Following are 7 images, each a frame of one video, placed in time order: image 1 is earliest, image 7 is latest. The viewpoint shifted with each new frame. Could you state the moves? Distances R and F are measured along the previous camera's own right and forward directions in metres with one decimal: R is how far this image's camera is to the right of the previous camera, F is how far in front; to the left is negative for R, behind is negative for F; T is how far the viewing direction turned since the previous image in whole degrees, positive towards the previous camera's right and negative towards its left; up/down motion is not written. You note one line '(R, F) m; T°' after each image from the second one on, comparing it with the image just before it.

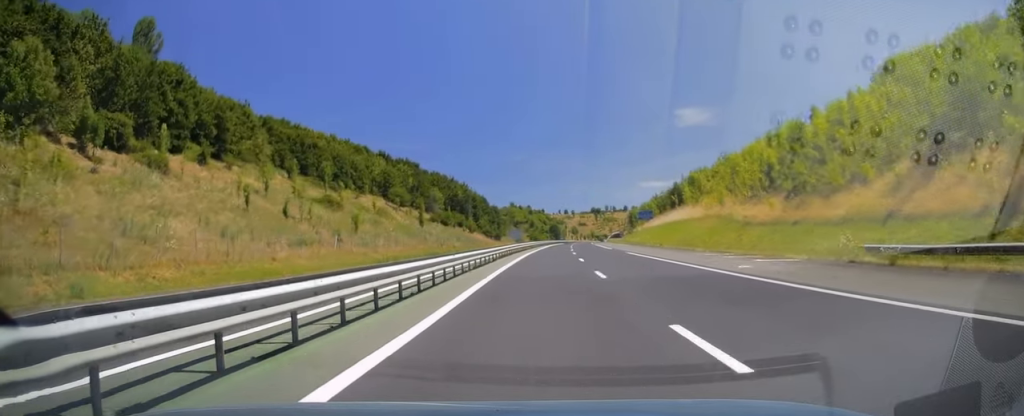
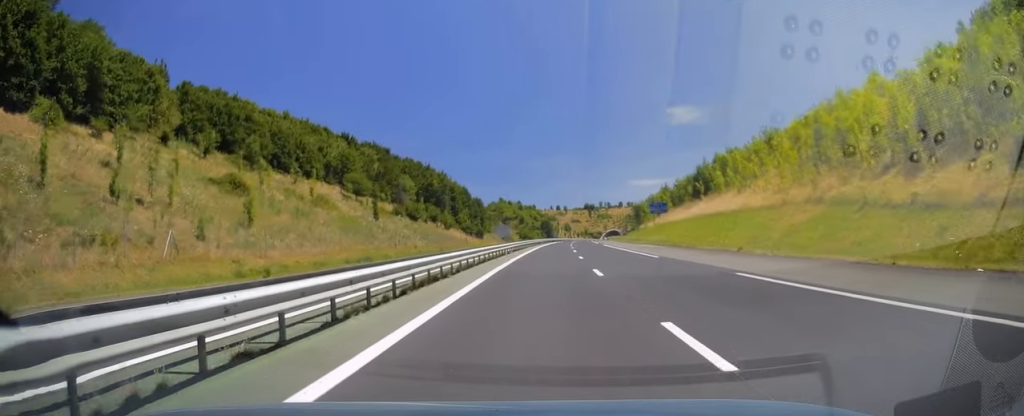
(+0.2, +26.1) m; +1°
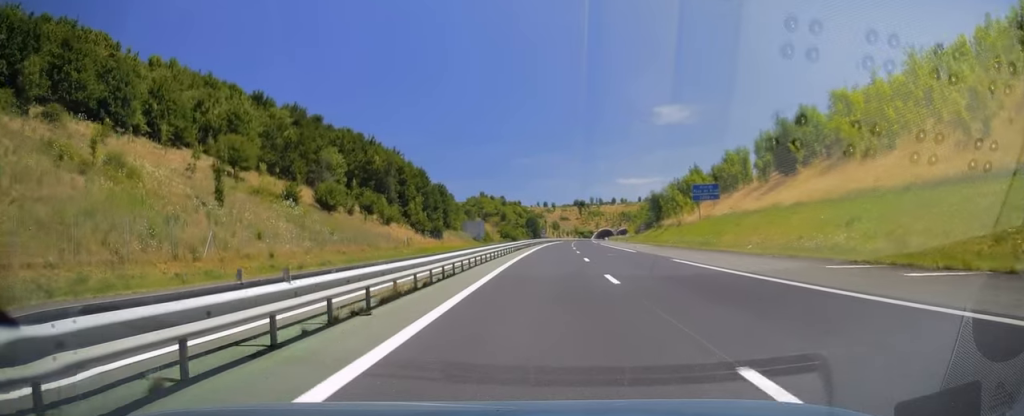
(+0.5, +42.3) m; +1°
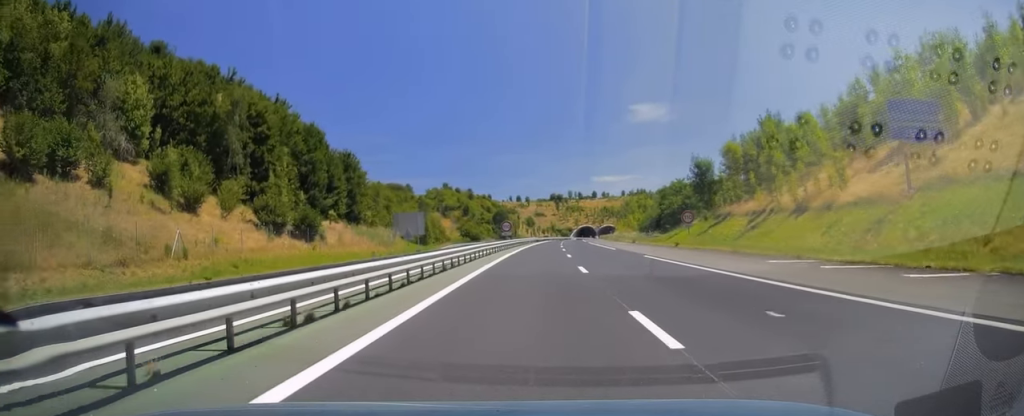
(+0.6, +48.2) m; +1°
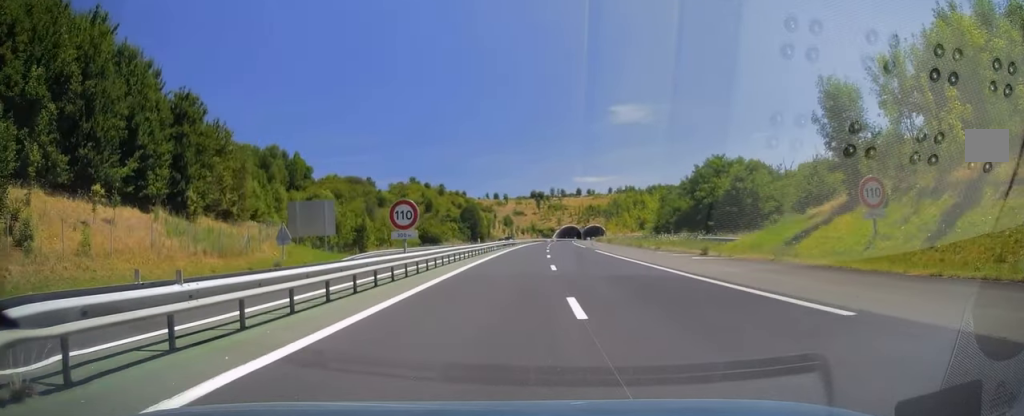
(+0.3, +36.0) m; +2°
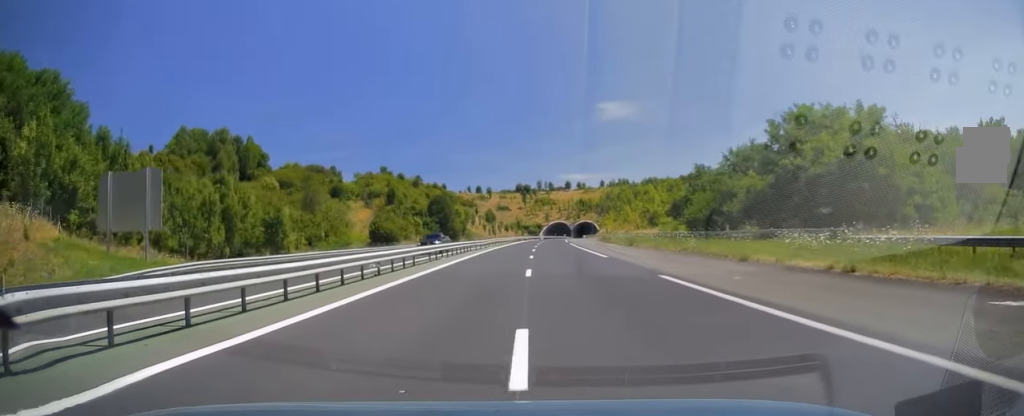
(+0.7, +30.0) m; +2°
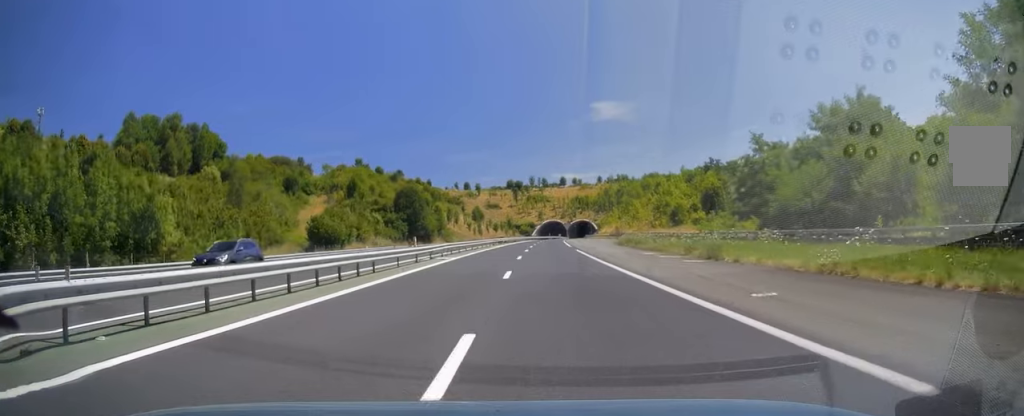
(+0.2, +26.2) m; +1°
